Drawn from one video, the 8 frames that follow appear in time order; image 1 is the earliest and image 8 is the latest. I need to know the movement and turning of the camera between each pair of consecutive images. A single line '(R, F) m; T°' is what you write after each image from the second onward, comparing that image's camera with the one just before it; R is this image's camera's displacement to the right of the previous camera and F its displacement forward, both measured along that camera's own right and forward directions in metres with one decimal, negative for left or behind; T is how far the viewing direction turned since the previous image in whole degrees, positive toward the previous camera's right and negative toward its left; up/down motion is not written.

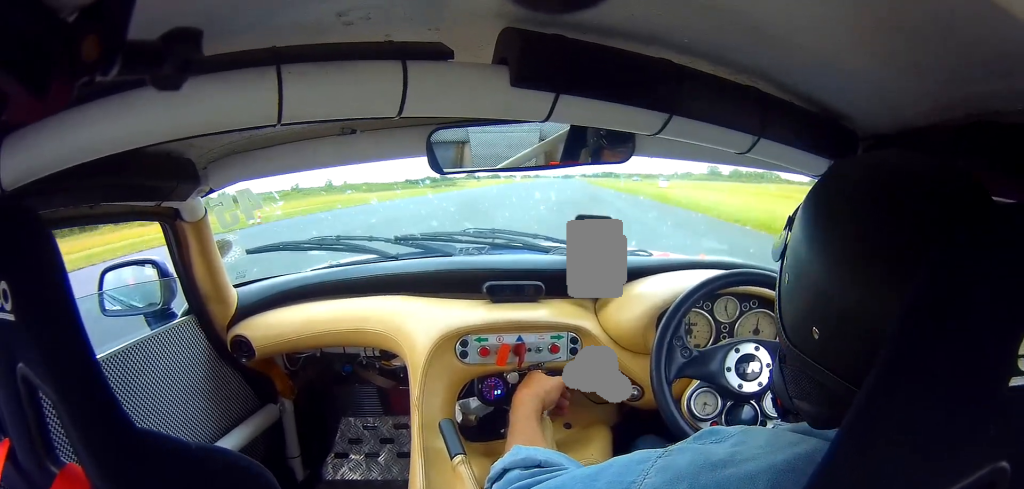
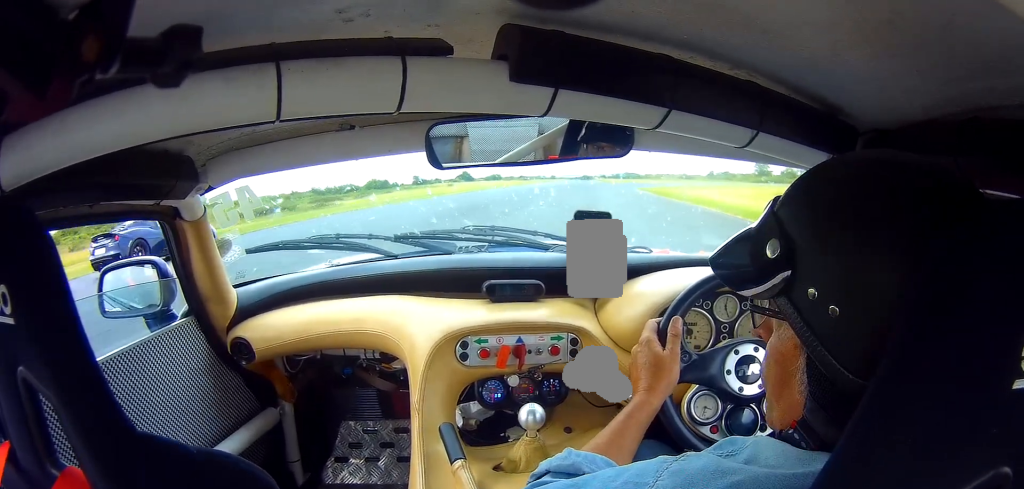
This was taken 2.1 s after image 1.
(-1.2, +91.9) m; +1°
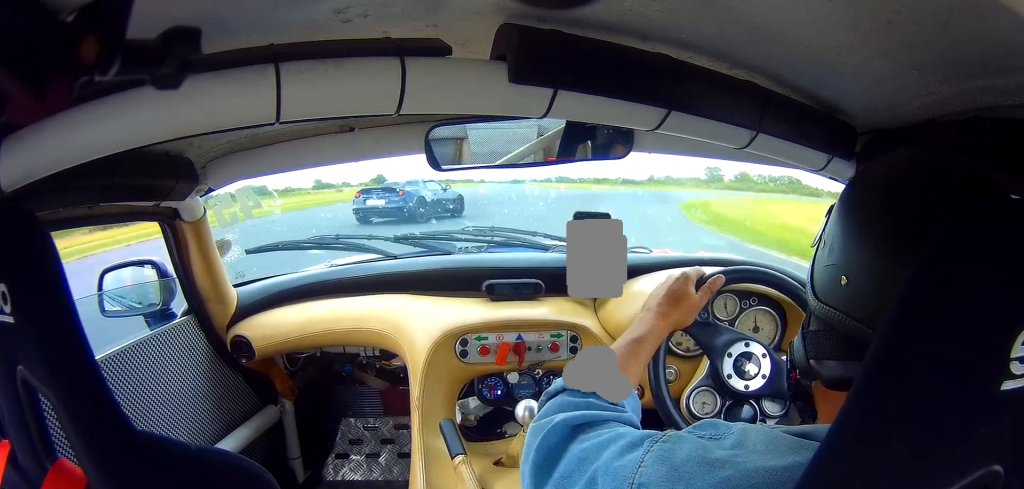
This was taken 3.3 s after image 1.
(+2.2, +41.5) m; +9°
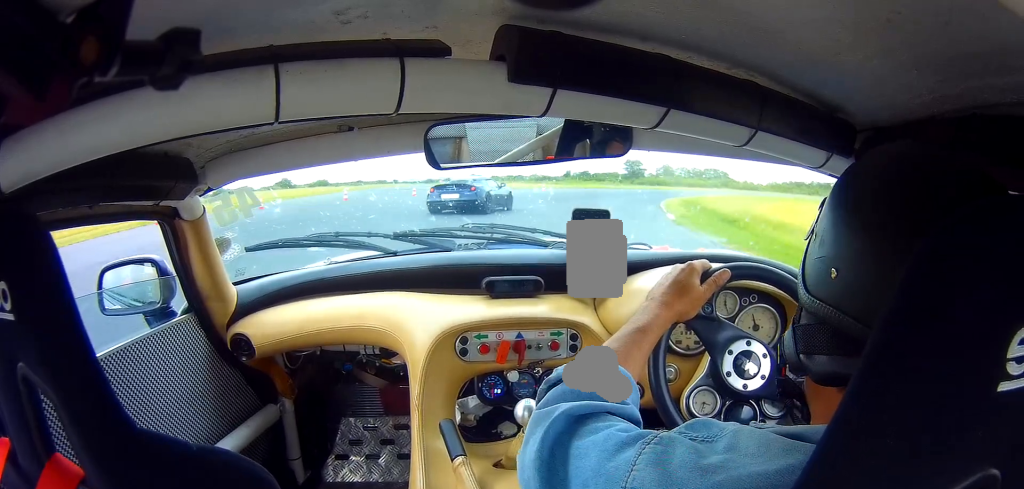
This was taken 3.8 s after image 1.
(+0.6, +17.5) m; +6°
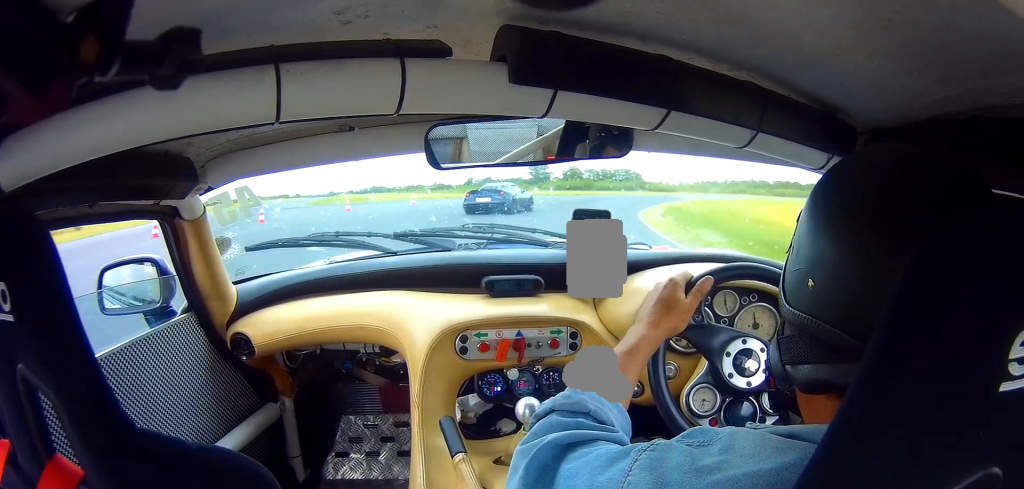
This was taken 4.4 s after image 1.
(+0.9, +21.8) m; +8°
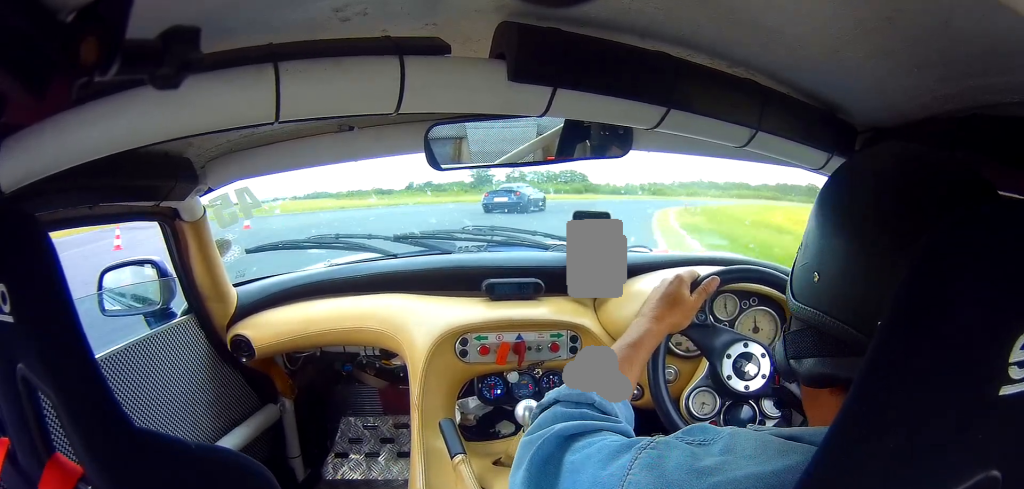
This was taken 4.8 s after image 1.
(+1.1, +14.7) m; +7°
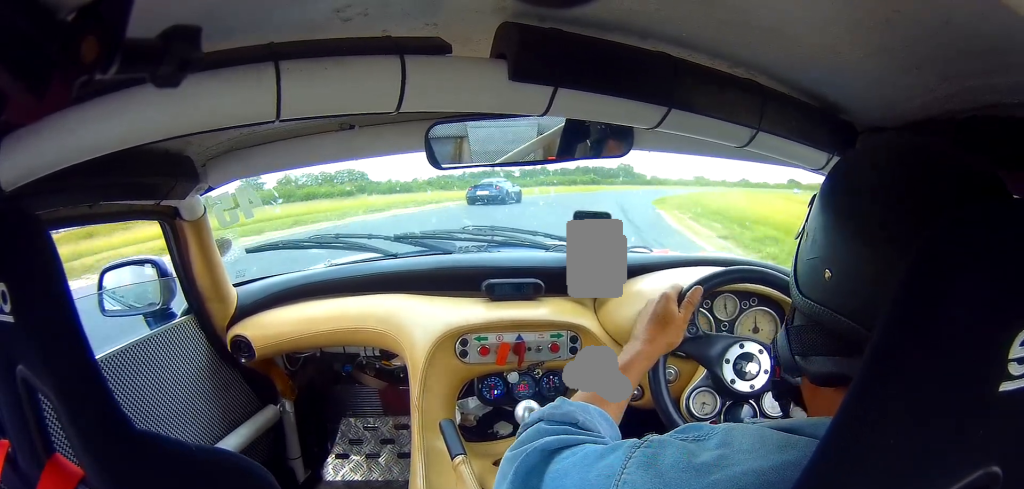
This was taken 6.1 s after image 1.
(+8.2, +42.7) m; +17°
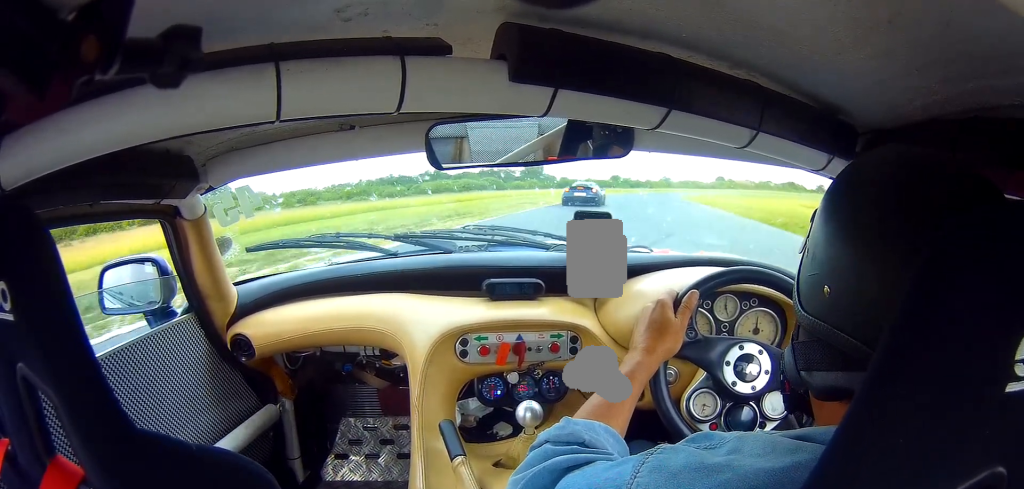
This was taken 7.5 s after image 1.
(+3.9, +50.6) m; +9°
